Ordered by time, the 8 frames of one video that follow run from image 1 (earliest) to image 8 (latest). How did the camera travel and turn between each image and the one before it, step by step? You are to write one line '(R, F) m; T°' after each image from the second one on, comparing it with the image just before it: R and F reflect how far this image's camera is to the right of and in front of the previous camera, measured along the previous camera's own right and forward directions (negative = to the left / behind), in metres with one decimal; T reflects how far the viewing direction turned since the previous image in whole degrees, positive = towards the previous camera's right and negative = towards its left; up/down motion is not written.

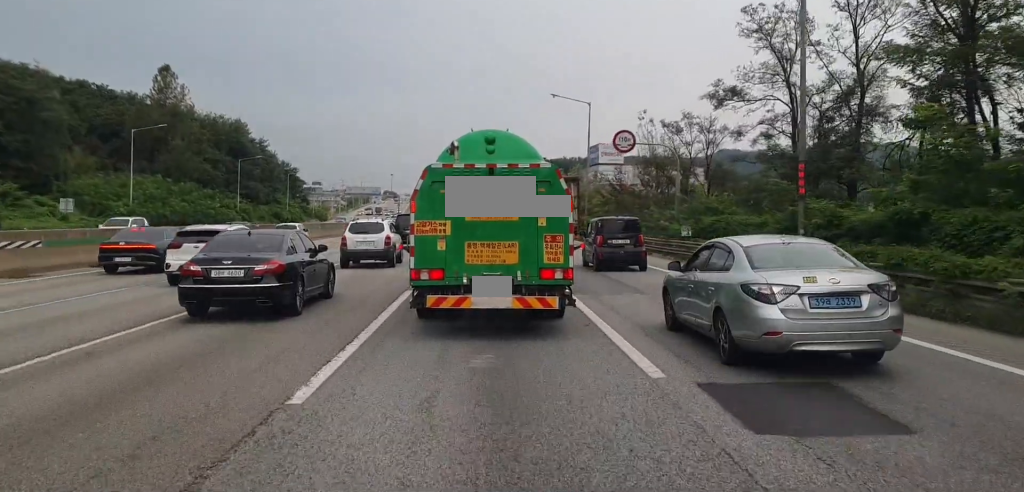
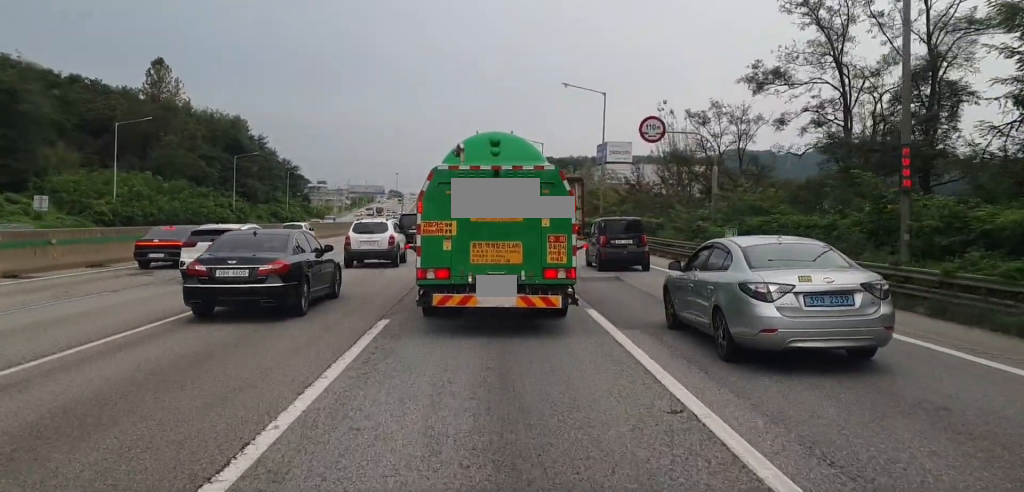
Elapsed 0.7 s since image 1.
(+0.1, +5.4) m; 0°
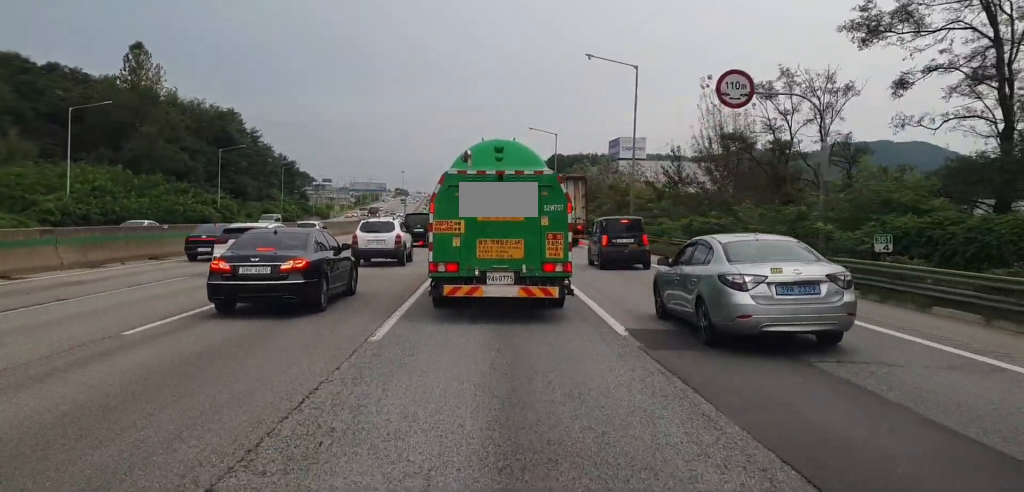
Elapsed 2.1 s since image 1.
(0.0, +10.8) m; +2°
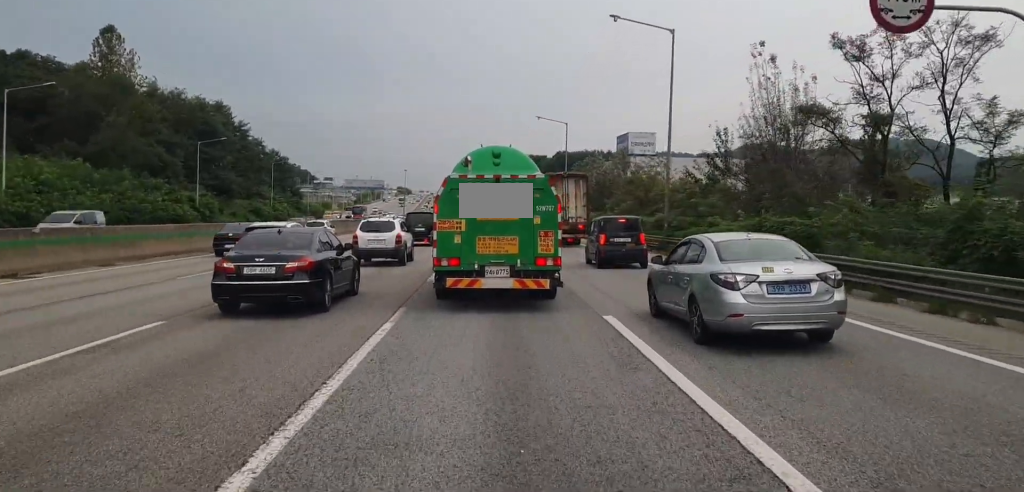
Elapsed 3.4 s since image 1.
(+0.2, +9.9) m; 0°
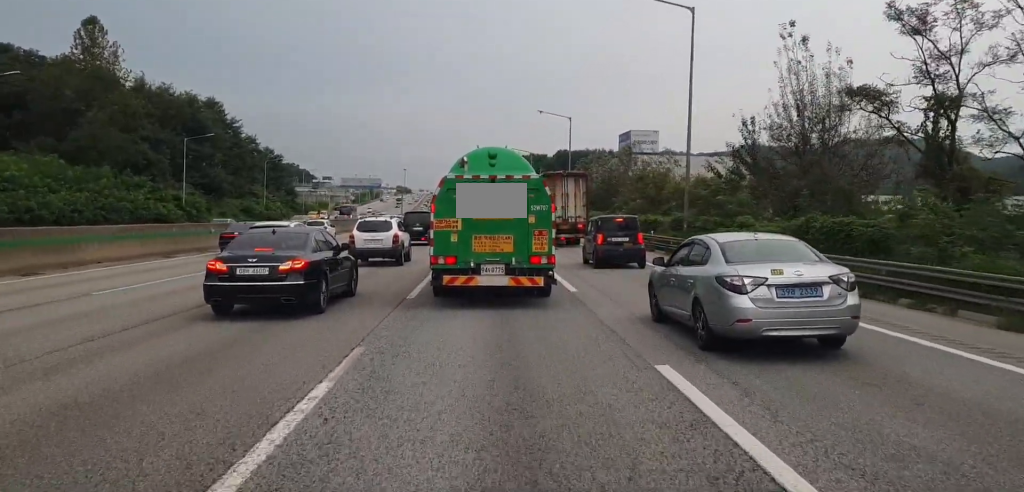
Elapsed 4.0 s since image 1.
(-0.1, +4.4) m; -1°
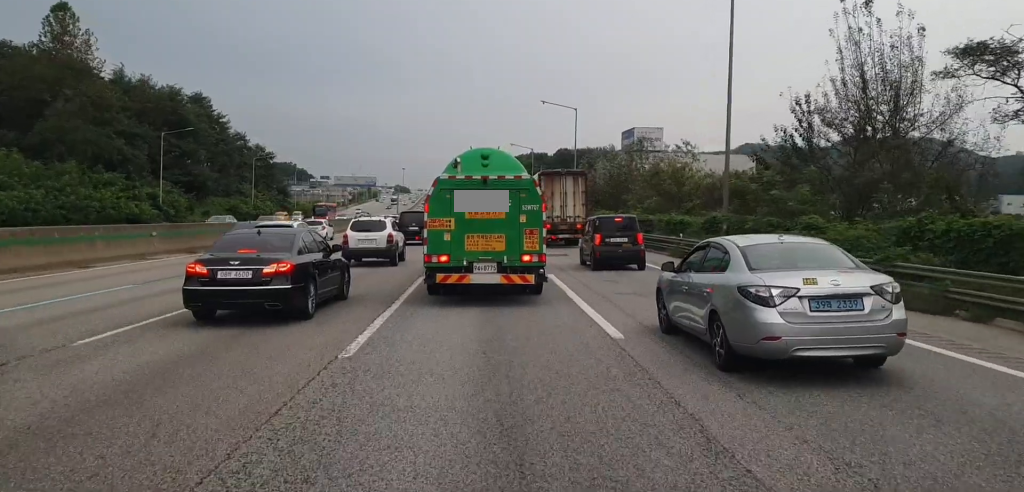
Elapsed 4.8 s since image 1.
(0.0, +6.6) m; 0°
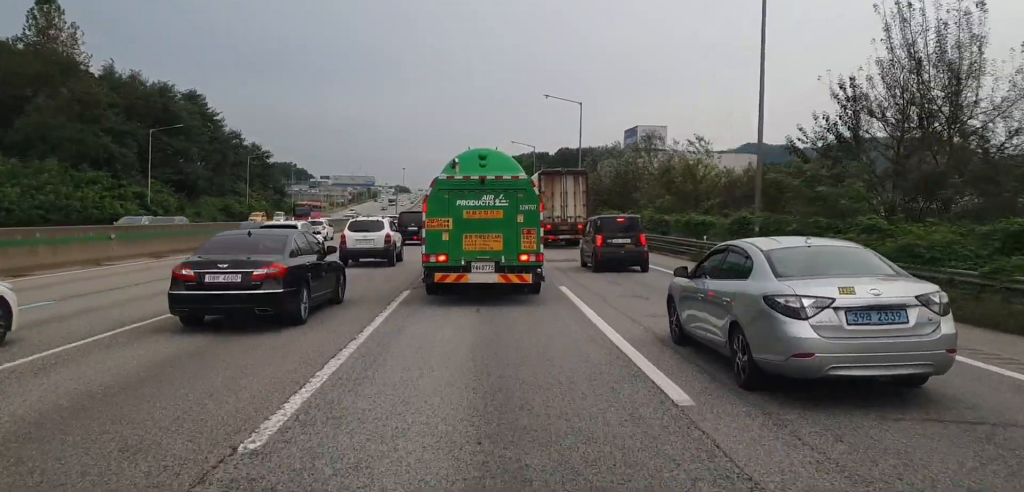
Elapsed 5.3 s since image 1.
(0.0, +3.8) m; 0°
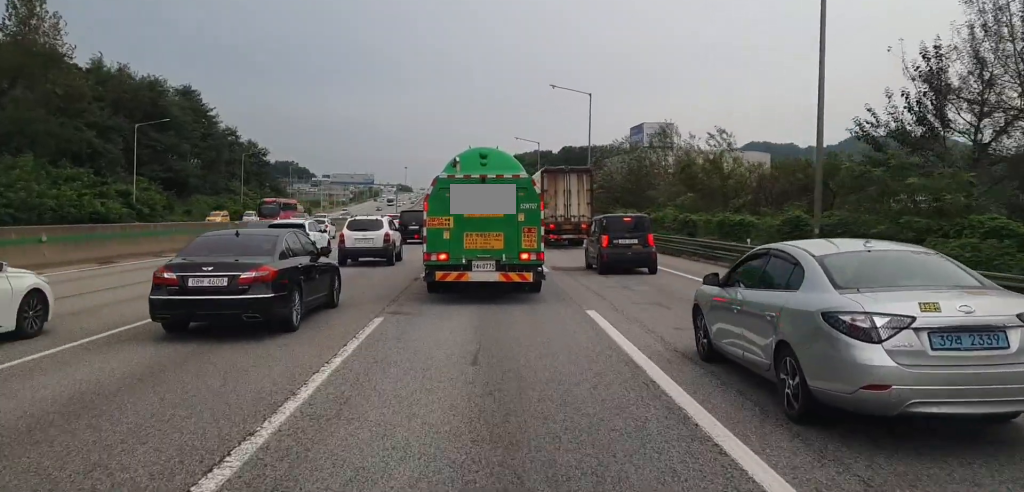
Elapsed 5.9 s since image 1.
(0.0, +4.9) m; 0°
